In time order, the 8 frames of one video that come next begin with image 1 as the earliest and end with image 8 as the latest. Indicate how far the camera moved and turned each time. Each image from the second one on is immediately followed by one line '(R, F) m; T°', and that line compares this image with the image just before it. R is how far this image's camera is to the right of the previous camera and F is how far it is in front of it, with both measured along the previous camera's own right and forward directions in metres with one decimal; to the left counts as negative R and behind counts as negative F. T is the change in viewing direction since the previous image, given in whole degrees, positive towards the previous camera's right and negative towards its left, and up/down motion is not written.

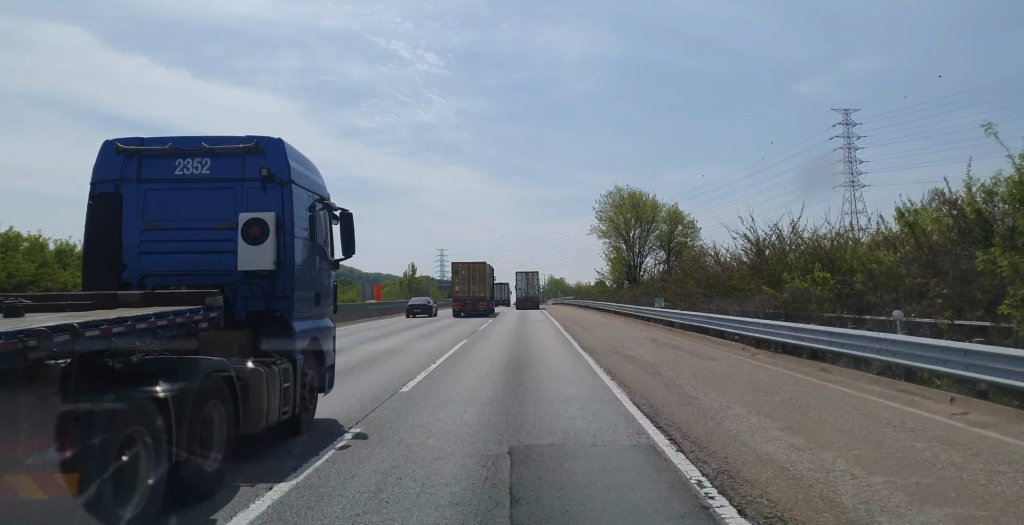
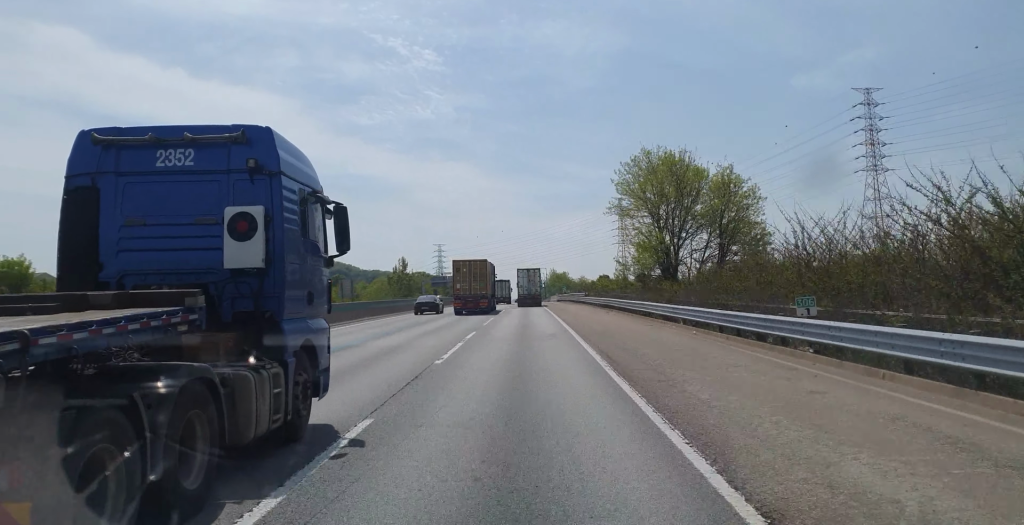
(+0.3, +17.8) m; +1°
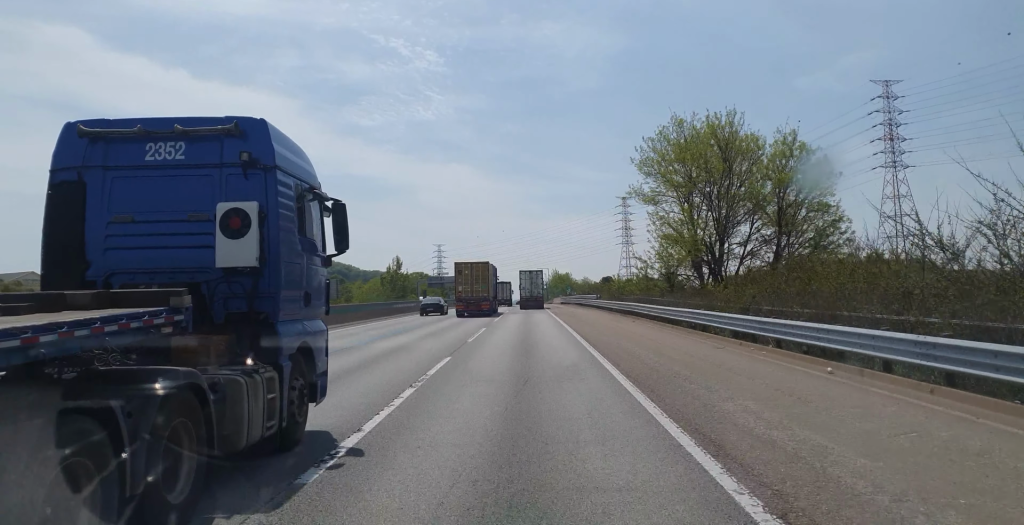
(+0.1, +11.1) m; 0°
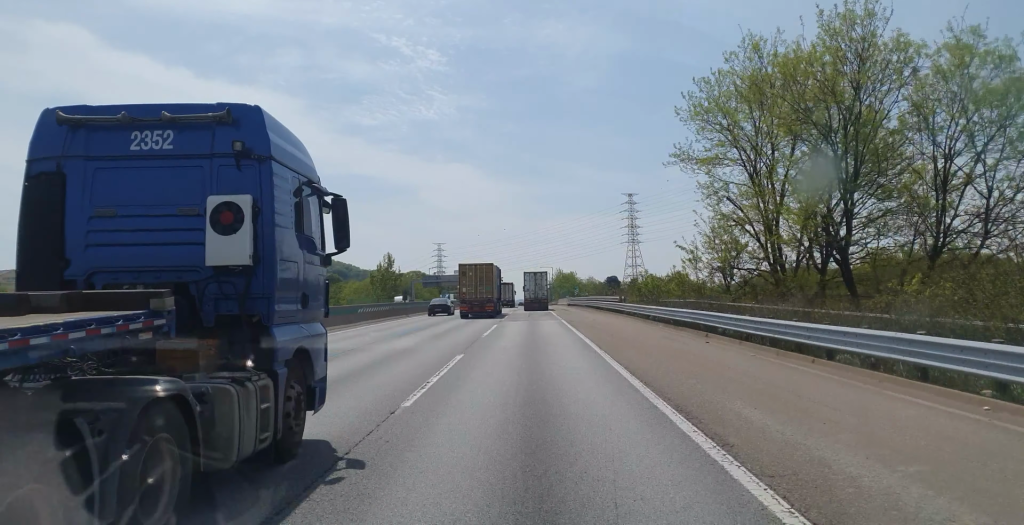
(-0.1, +14.1) m; -1°
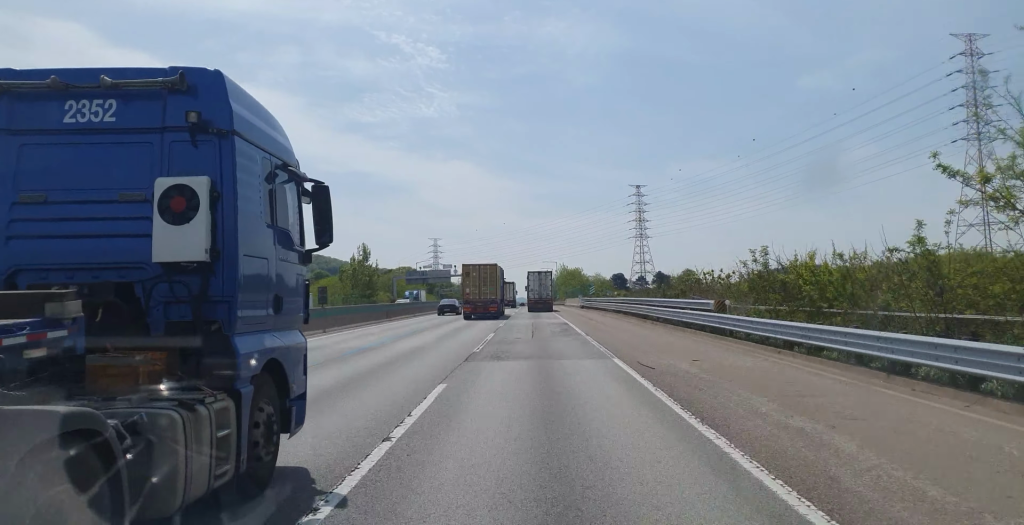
(-0.2, +27.8) m; 0°
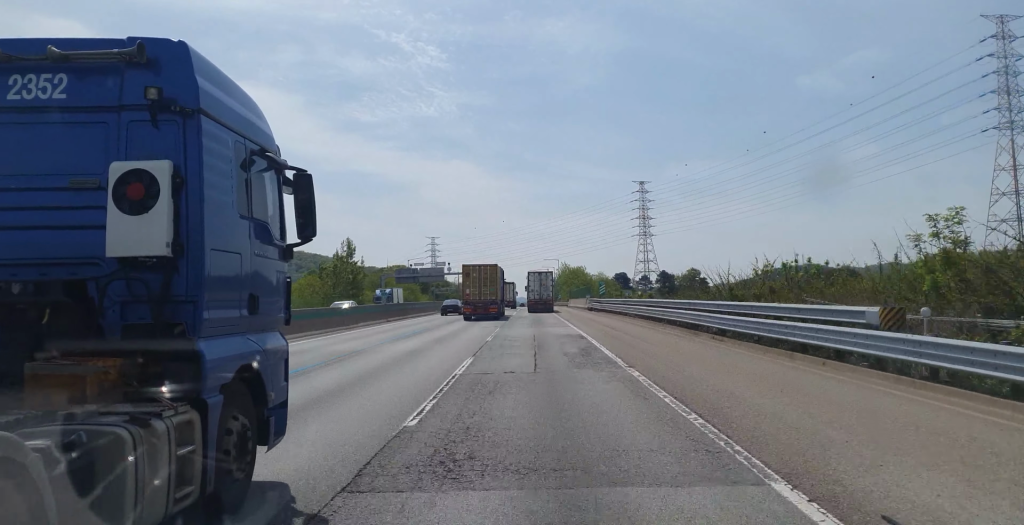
(+0.2, +12.1) m; 0°
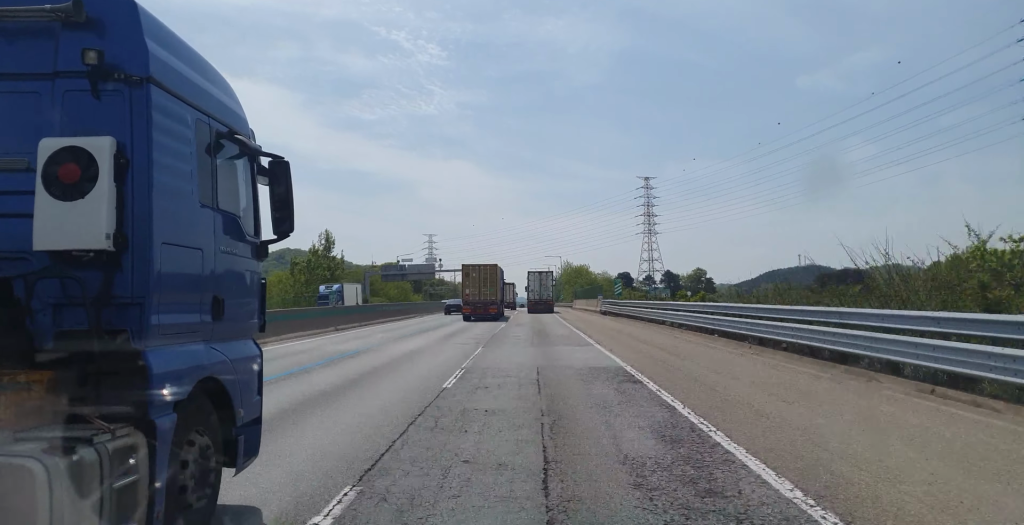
(+0.1, +15.1) m; 0°
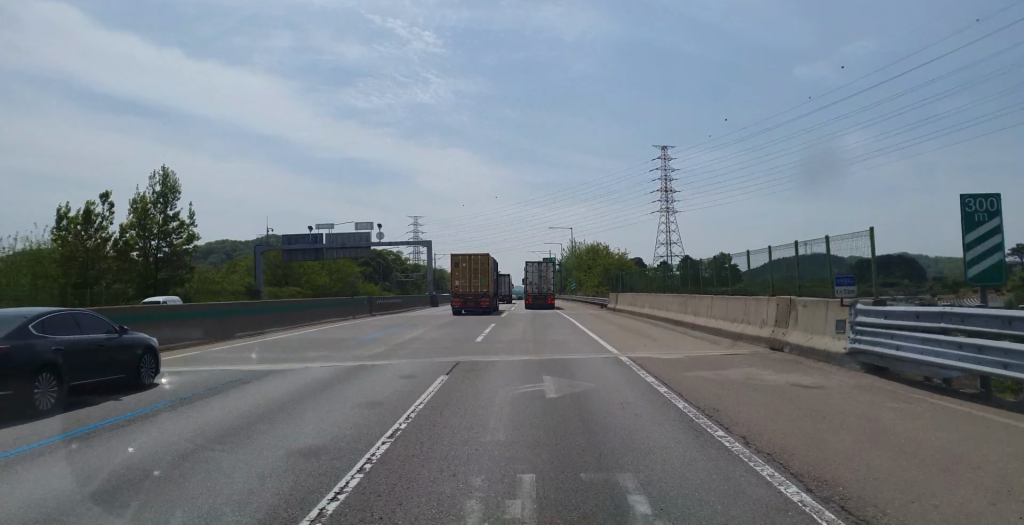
(-0.9, +51.5) m; 0°
